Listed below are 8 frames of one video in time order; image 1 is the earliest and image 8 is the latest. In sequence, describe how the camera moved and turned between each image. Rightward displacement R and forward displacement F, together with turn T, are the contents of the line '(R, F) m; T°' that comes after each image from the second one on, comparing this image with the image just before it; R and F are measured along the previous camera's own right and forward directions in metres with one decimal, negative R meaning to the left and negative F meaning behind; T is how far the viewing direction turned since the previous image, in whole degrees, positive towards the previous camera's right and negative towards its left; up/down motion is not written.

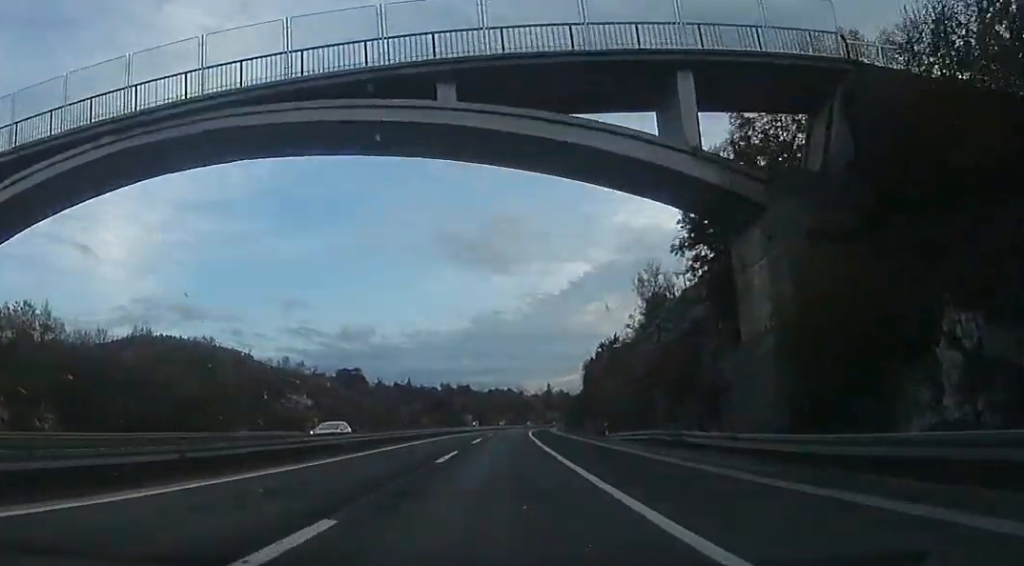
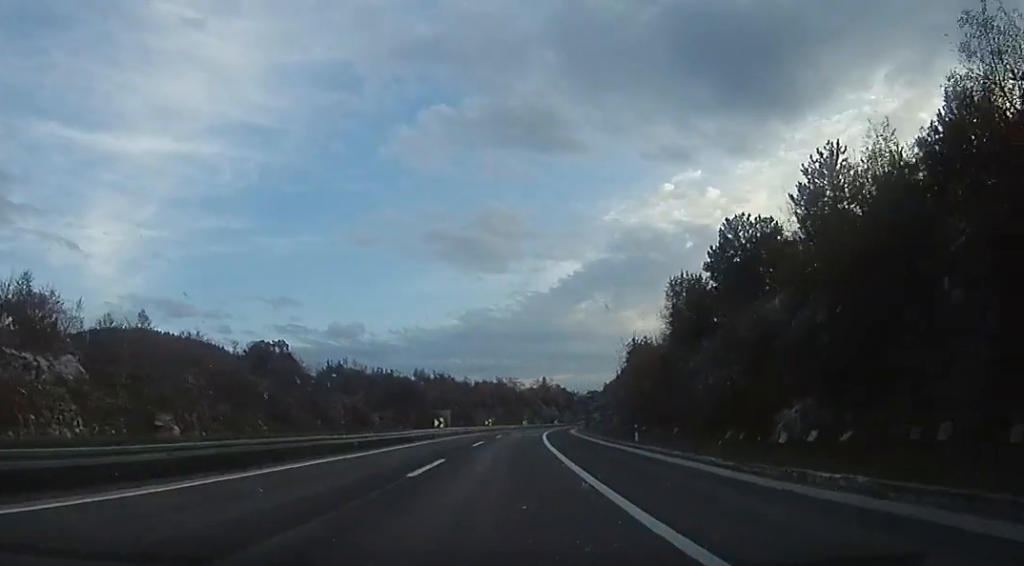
(-0.4, +41.3) m; +1°
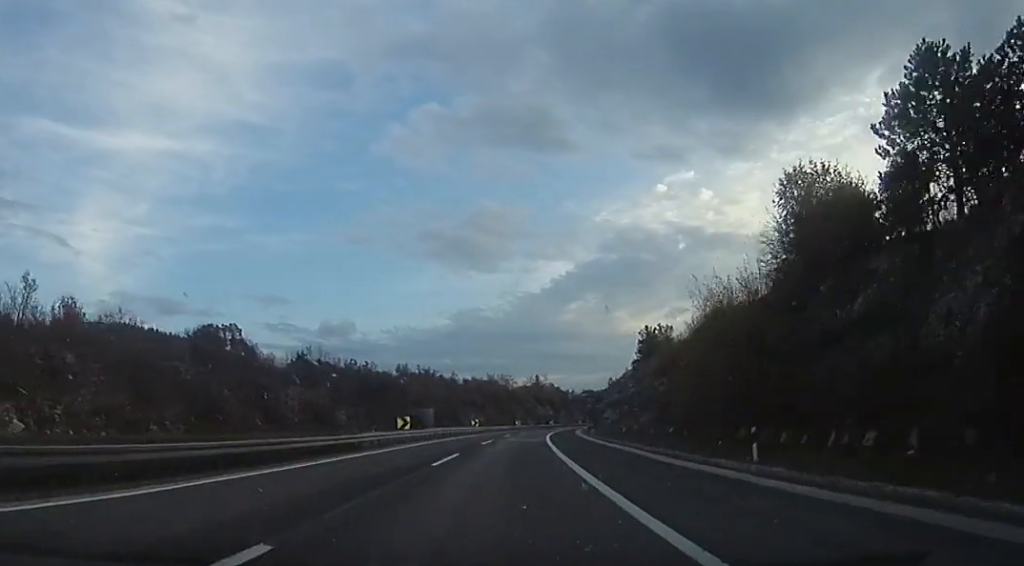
(+0.5, +14.5) m; +1°
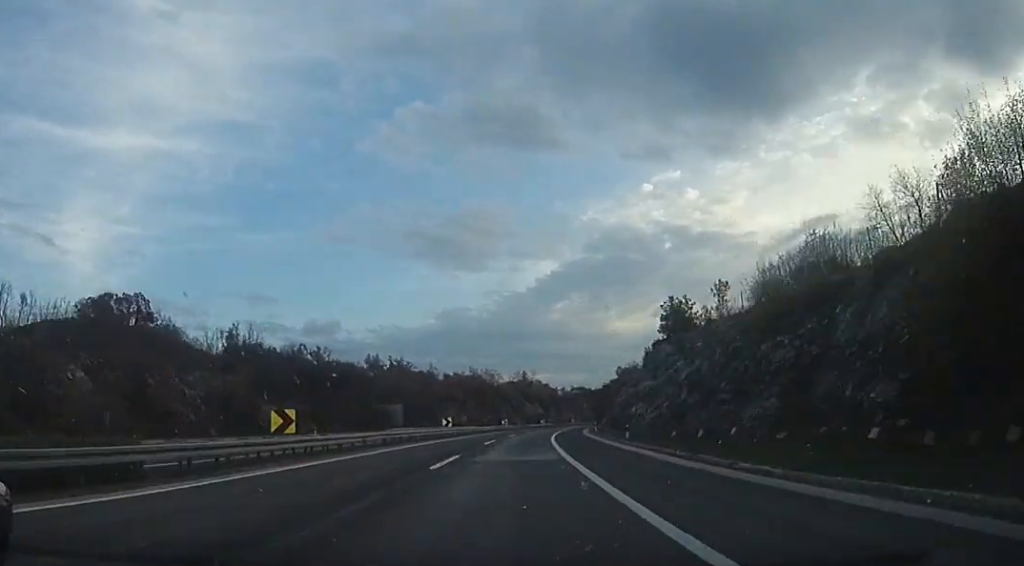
(+0.1, +19.3) m; +1°
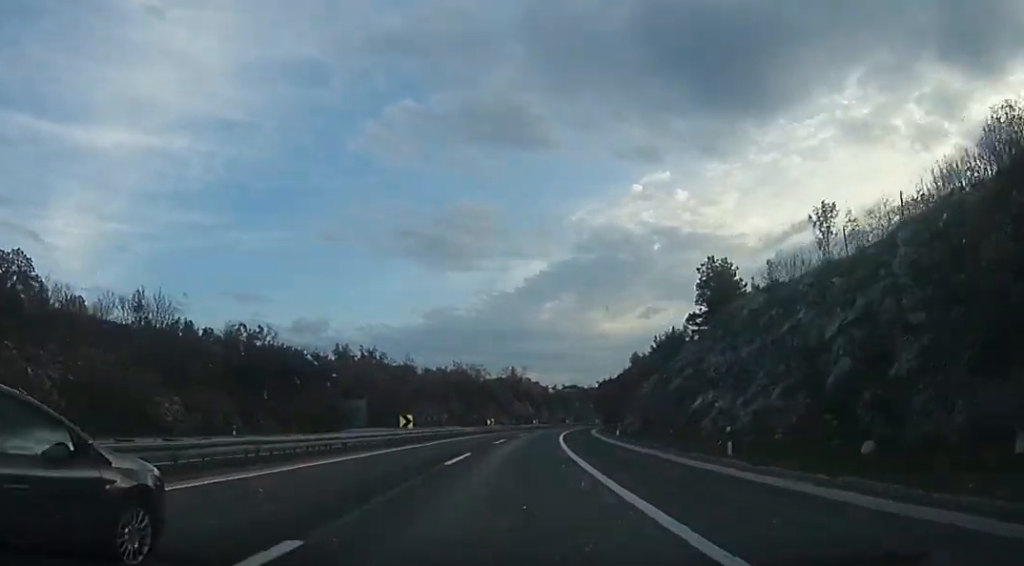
(-0.3, +16.3) m; +1°
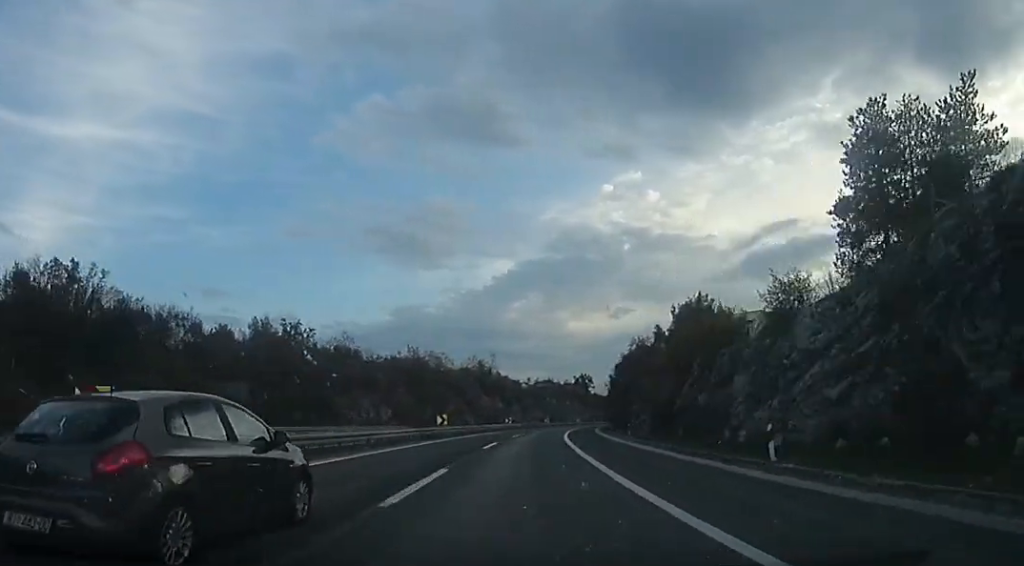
(+1.0, +26.7) m; +4°
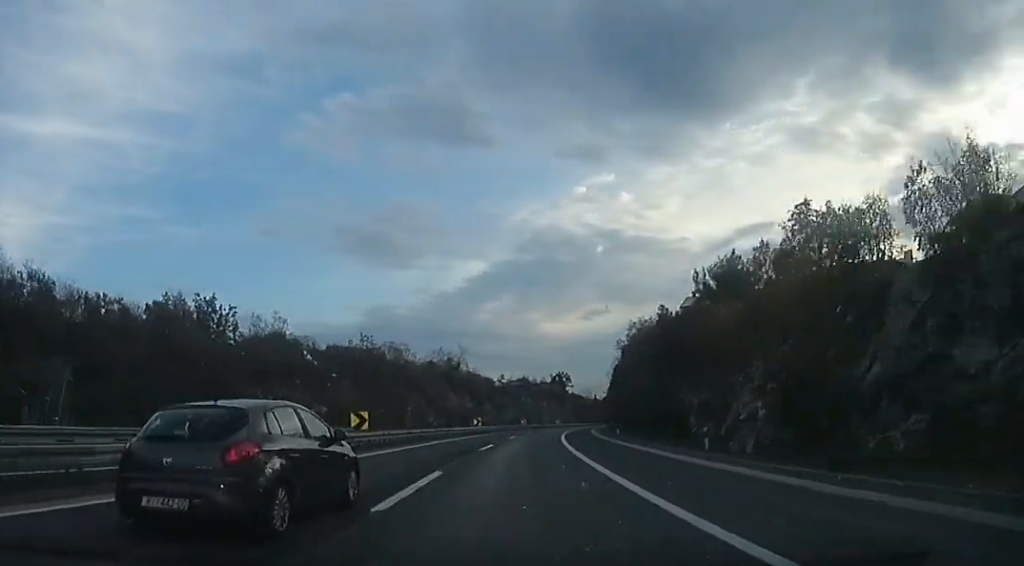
(+0.7, +18.6) m; +3°
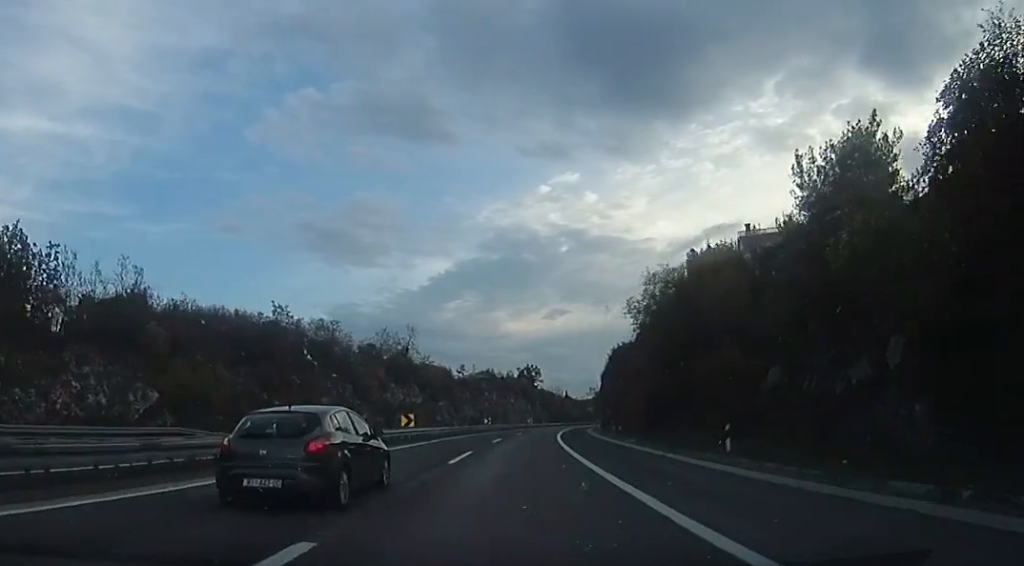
(+0.9, +26.4) m; +3°
